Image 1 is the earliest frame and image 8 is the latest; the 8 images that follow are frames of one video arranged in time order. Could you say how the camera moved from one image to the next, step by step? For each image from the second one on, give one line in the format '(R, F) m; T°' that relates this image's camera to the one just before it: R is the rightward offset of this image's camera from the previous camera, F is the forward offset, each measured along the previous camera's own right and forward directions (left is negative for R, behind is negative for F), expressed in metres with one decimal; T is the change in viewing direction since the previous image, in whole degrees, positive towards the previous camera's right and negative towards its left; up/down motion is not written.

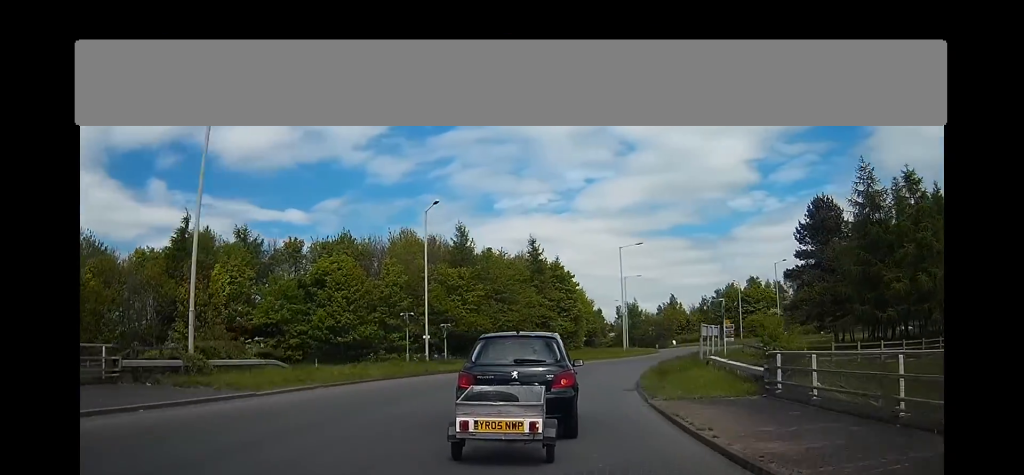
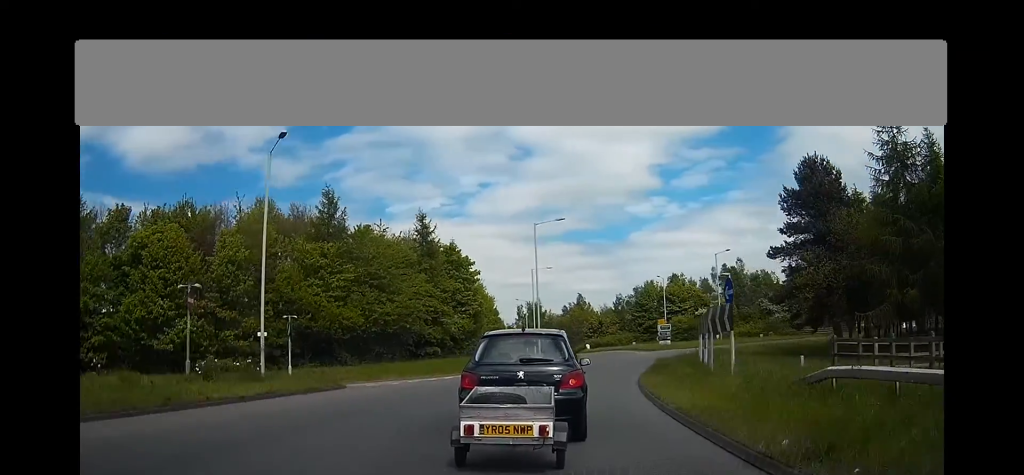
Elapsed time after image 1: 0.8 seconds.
(+1.7, +15.3) m; +10°
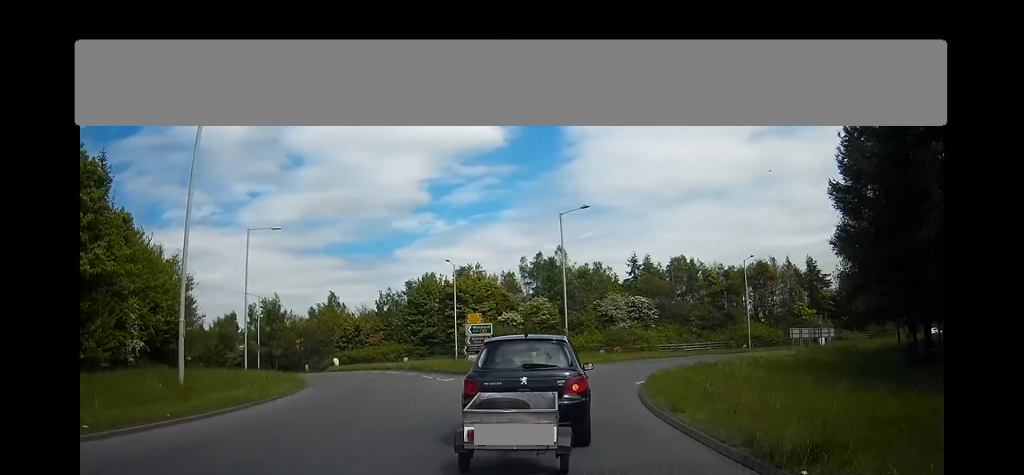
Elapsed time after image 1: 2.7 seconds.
(+6.3, +34.3) m; +19°
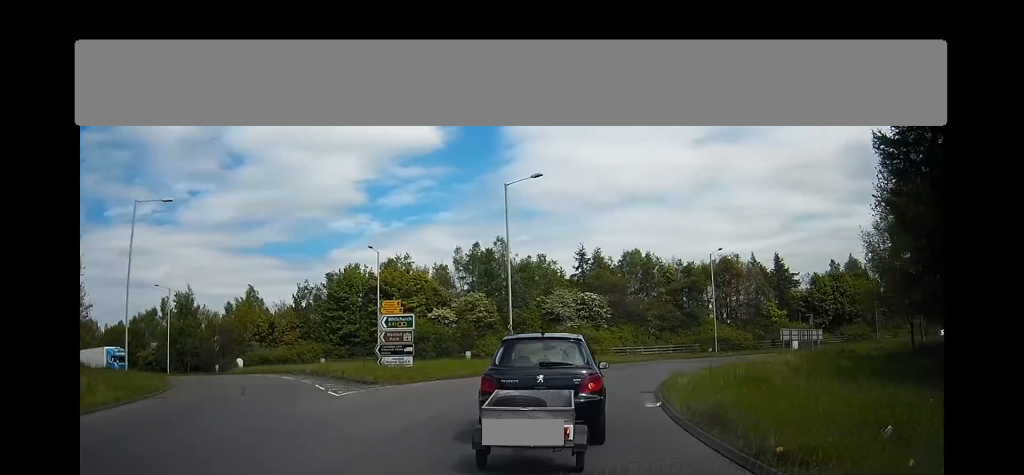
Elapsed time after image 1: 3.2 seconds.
(+0.2, +9.9) m; +4°
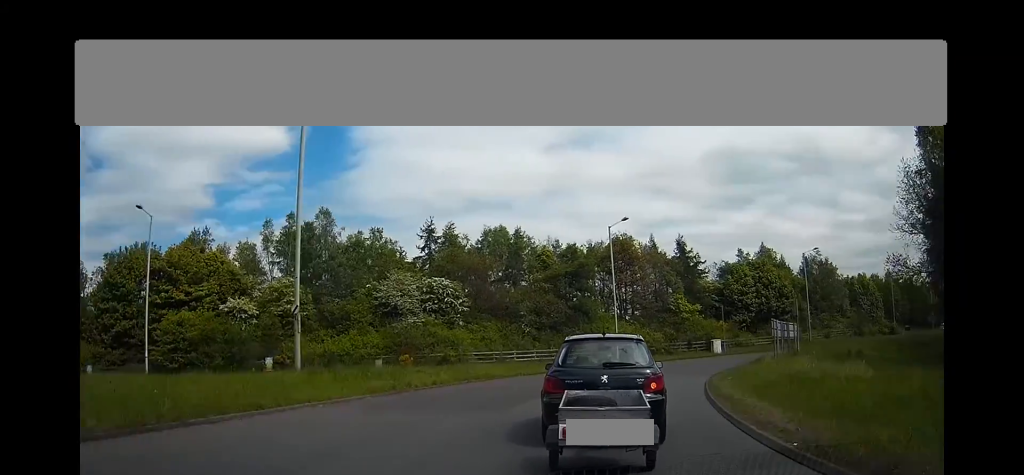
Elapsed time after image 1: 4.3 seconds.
(+1.8, +19.8) m; +14°
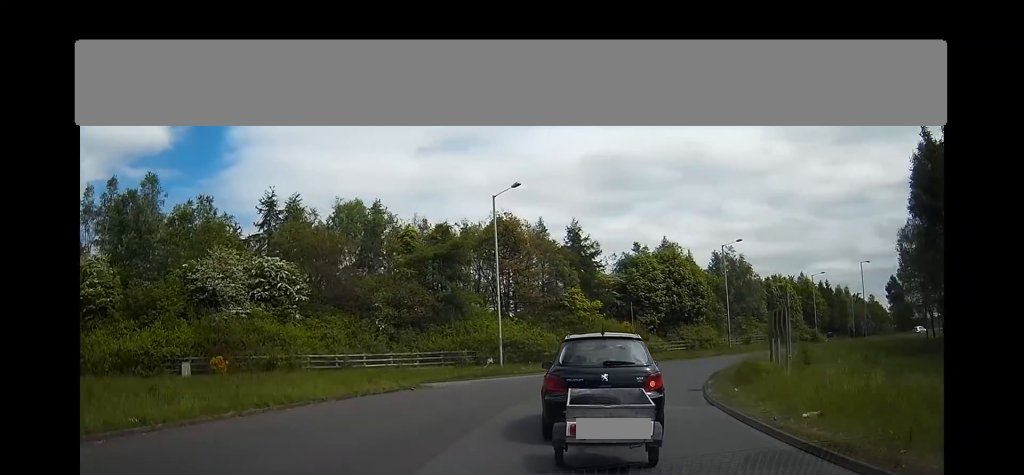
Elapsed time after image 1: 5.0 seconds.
(+1.1, +12.6) m; +13°
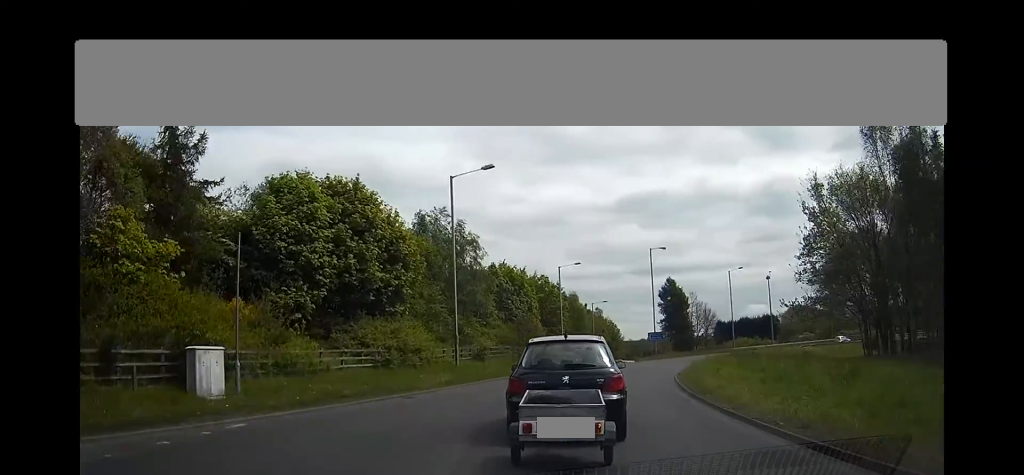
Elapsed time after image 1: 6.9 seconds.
(+11.0, +32.9) m; +33°
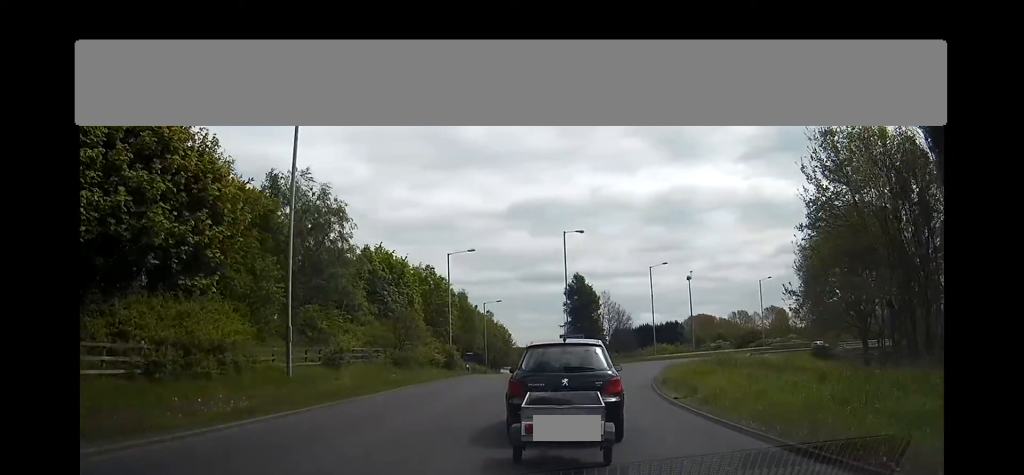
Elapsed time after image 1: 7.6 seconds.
(+1.3, +14.2) m; +10°
